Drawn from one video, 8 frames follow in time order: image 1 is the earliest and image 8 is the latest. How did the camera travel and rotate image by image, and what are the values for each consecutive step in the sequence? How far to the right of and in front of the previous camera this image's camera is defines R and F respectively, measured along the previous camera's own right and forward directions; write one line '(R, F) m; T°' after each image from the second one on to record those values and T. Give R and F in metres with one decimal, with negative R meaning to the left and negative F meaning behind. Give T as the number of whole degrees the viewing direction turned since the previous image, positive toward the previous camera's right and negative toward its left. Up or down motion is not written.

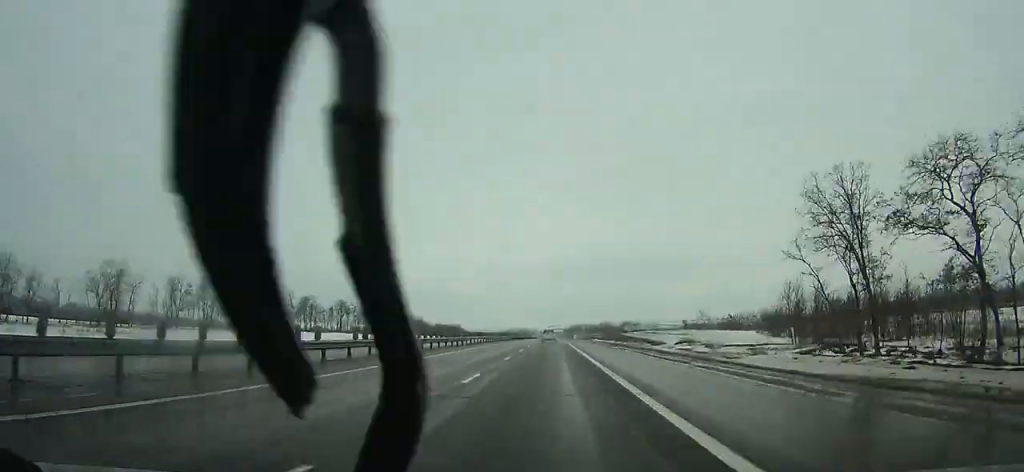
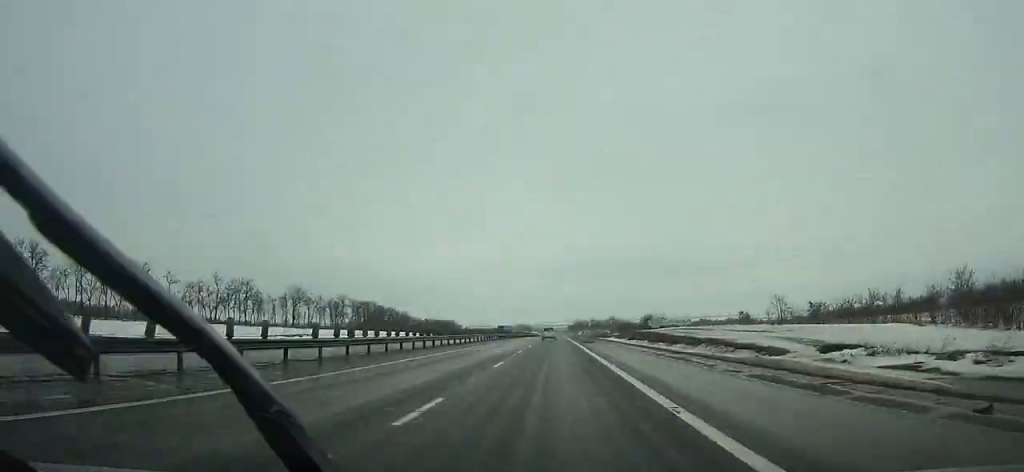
(0.0, +42.4) m; 0°
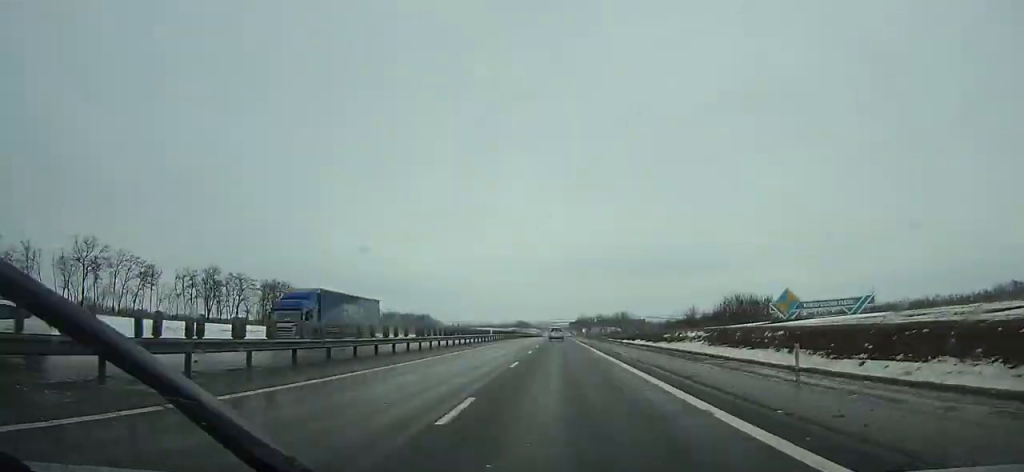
(-0.1, +83.9) m; 0°
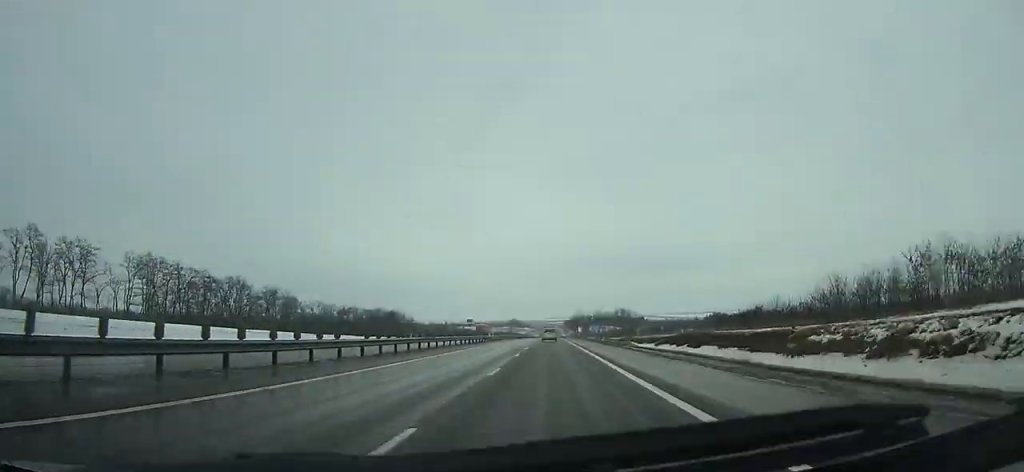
(+0.3, +52.6) m; 0°
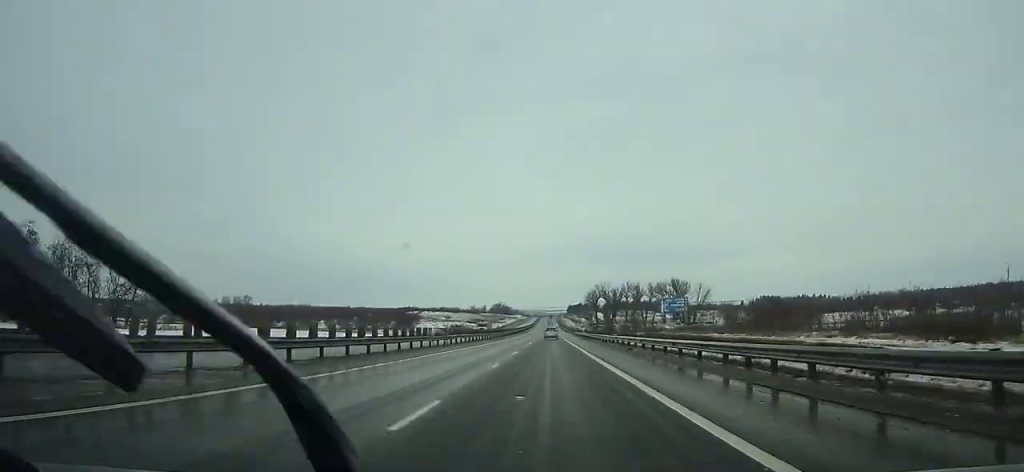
(+0.1, +227.7) m; 0°
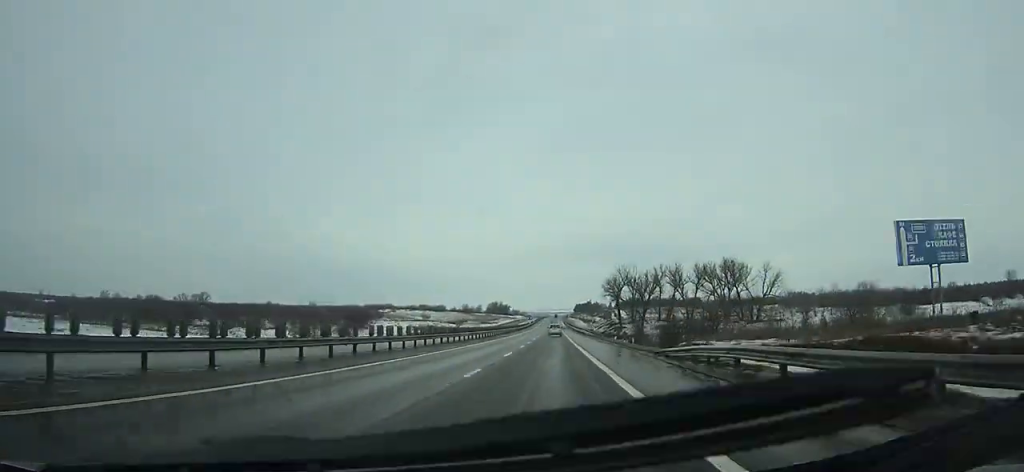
(0.0, +87.5) m; 0°
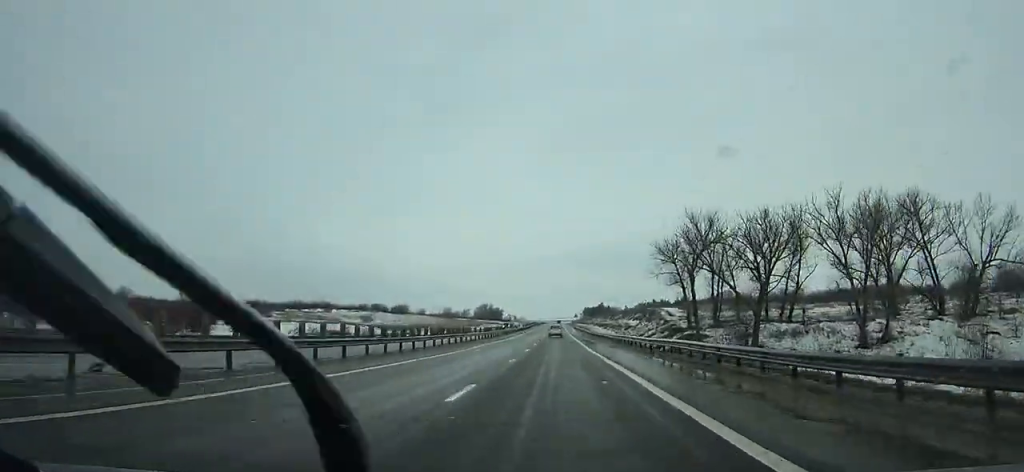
(-0.4, +113.5) m; 0°
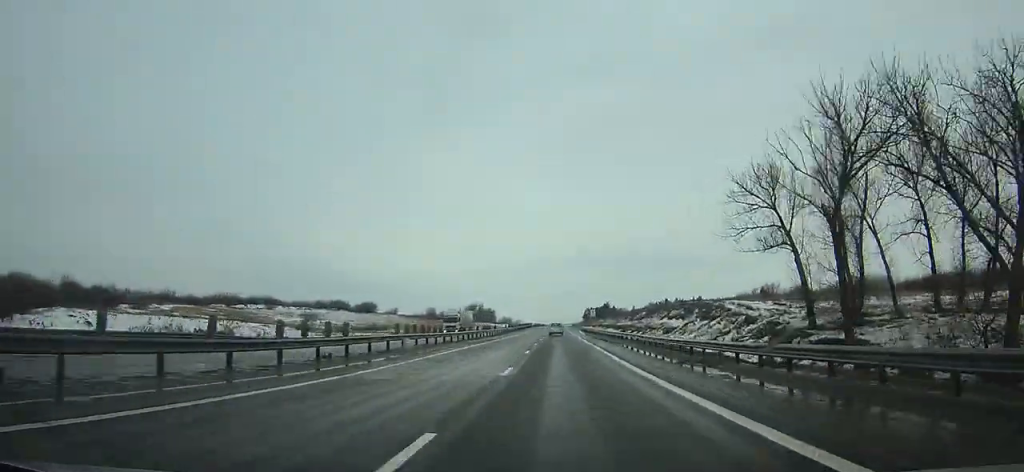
(0.0, +53.9) m; 0°
